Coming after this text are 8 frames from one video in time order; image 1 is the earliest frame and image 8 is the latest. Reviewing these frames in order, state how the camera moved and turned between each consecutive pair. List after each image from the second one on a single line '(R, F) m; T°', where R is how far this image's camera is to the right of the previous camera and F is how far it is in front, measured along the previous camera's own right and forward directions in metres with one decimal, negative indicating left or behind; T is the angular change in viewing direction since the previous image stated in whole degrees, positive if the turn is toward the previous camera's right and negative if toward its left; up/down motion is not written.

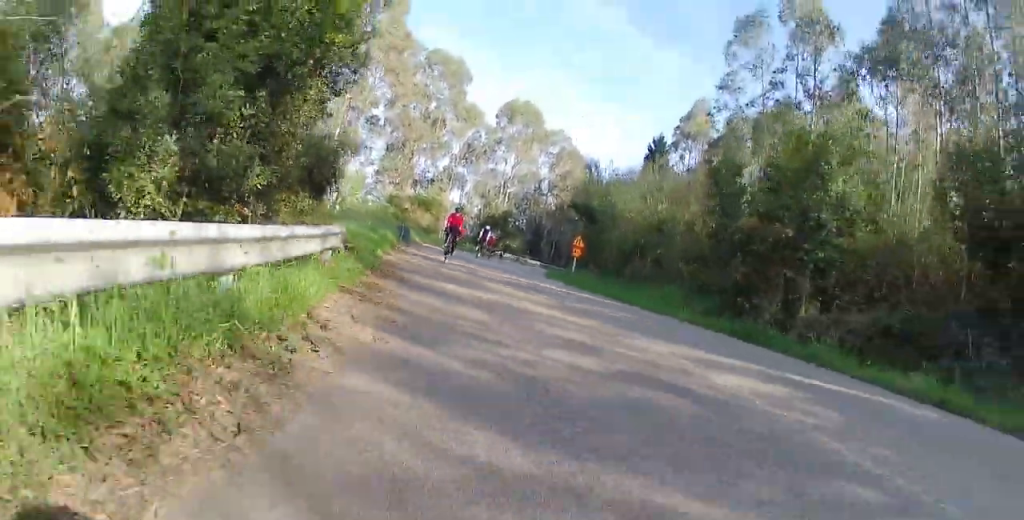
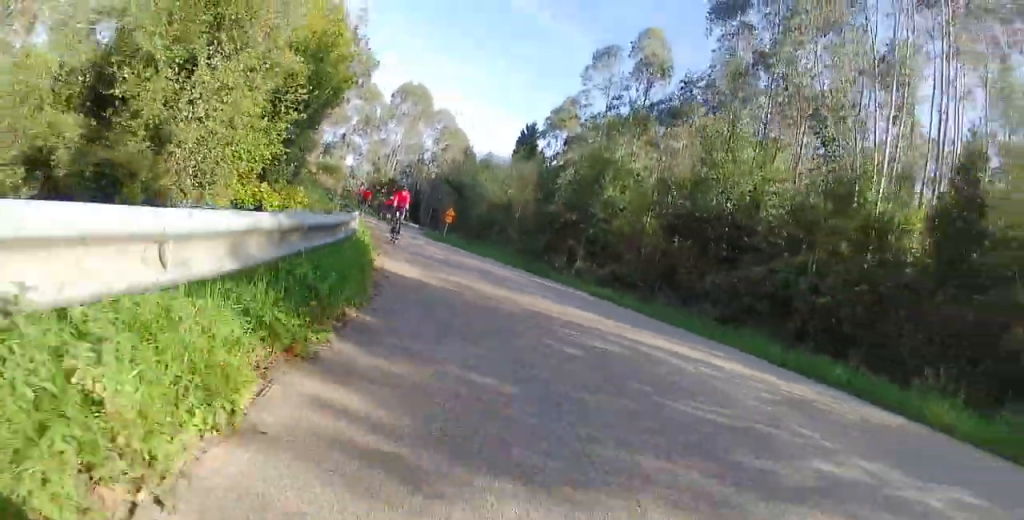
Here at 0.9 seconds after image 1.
(+0.7, +9.6) m; +9°
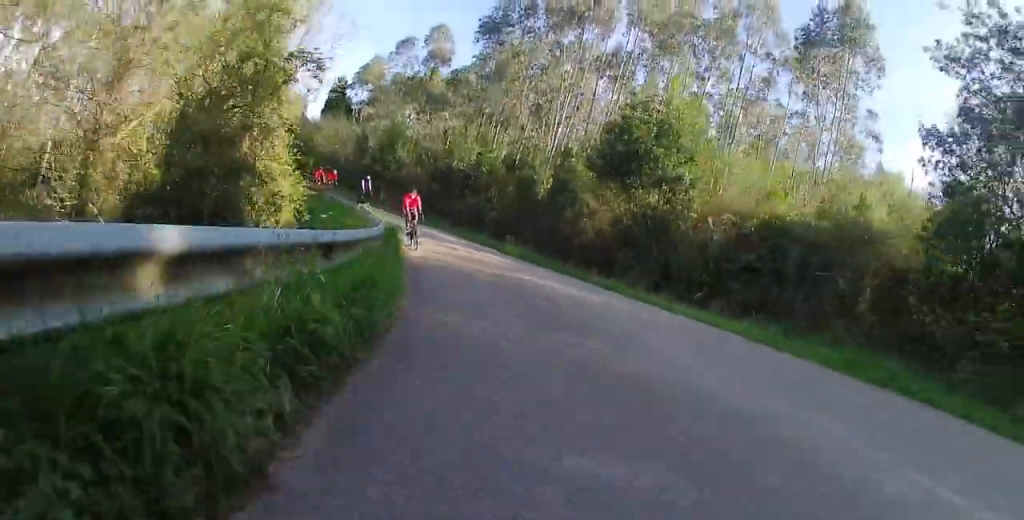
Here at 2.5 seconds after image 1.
(+3.3, +18.3) m; +23°
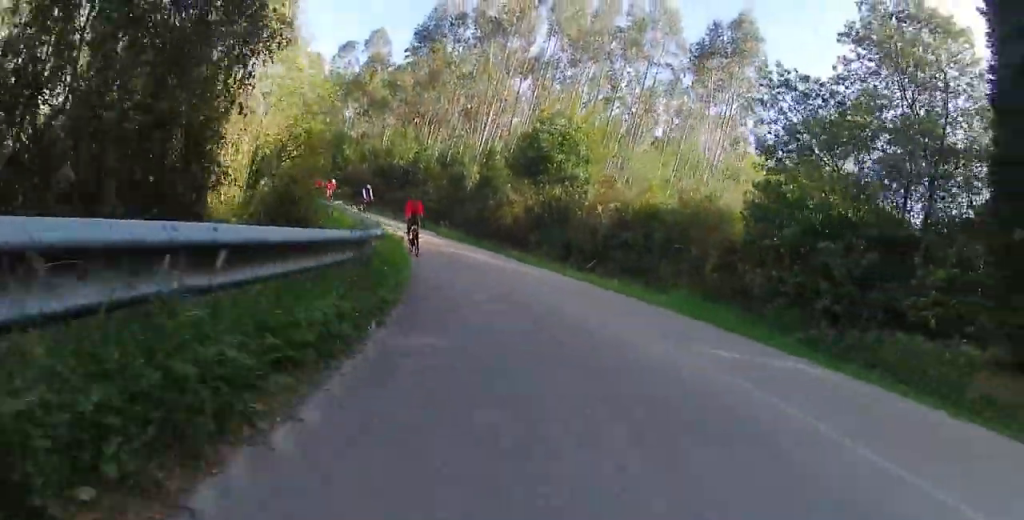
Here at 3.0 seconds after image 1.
(+0.5, +6.6) m; +7°
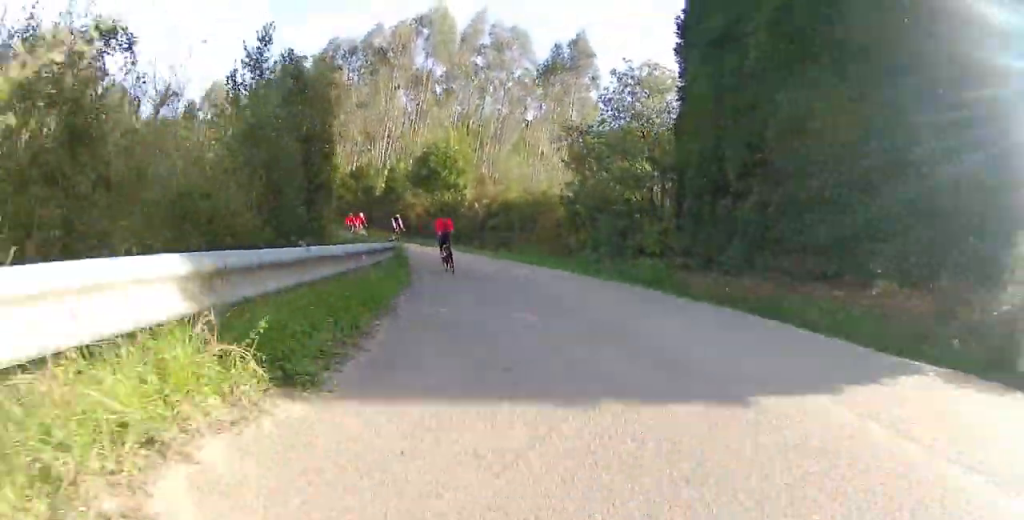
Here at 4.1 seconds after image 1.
(+1.6, +13.2) m; +11°
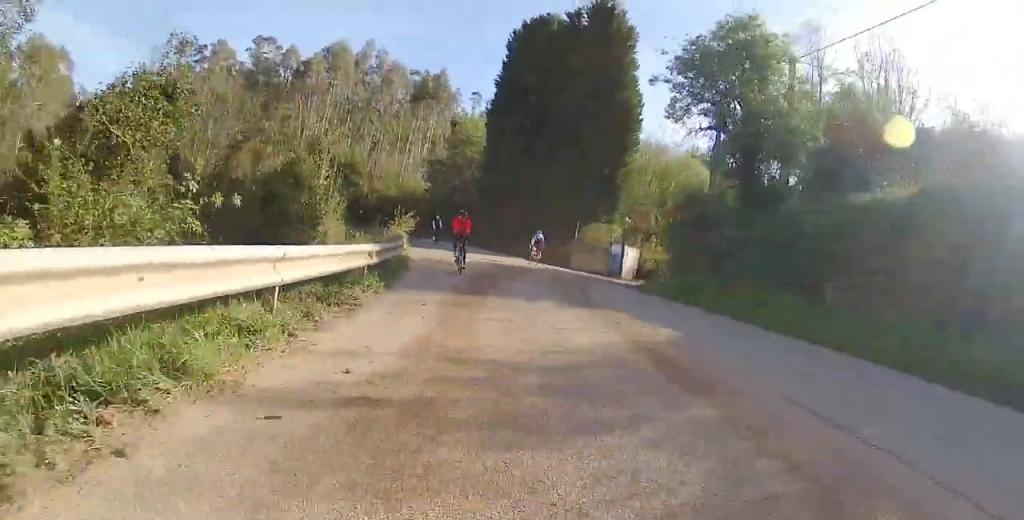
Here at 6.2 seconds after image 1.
(+3.8, +23.4) m; +14°
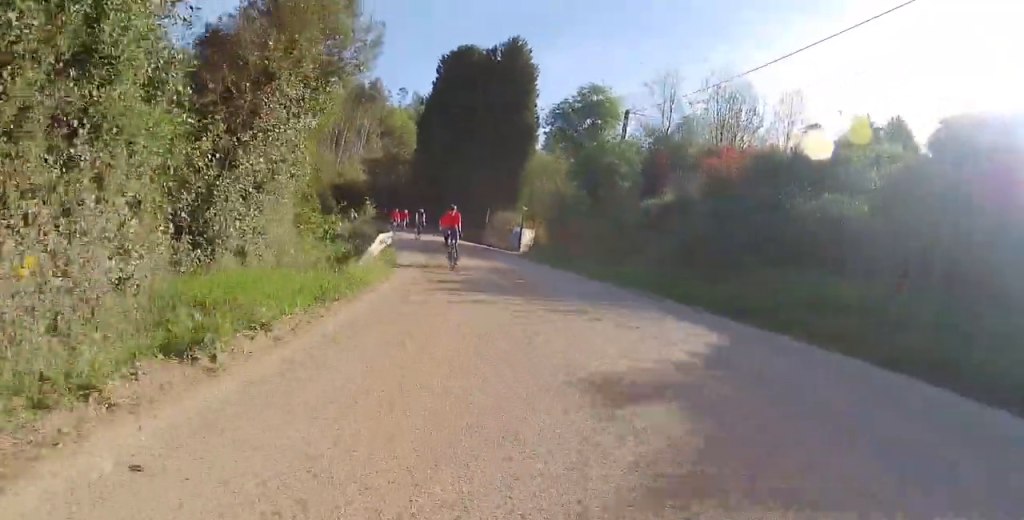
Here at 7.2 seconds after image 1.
(+0.1, +11.5) m; +3°
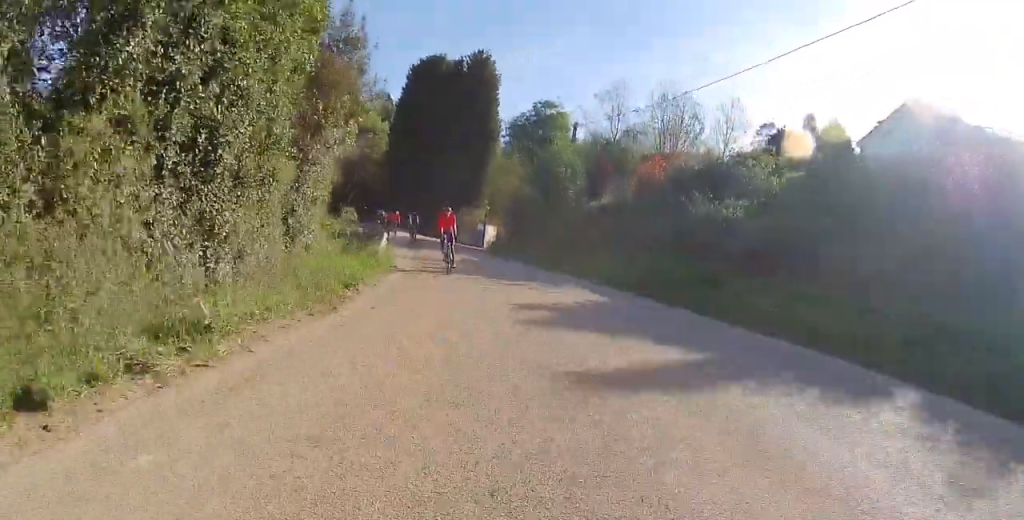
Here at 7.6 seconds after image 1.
(-0.2, +5.0) m; +3°
